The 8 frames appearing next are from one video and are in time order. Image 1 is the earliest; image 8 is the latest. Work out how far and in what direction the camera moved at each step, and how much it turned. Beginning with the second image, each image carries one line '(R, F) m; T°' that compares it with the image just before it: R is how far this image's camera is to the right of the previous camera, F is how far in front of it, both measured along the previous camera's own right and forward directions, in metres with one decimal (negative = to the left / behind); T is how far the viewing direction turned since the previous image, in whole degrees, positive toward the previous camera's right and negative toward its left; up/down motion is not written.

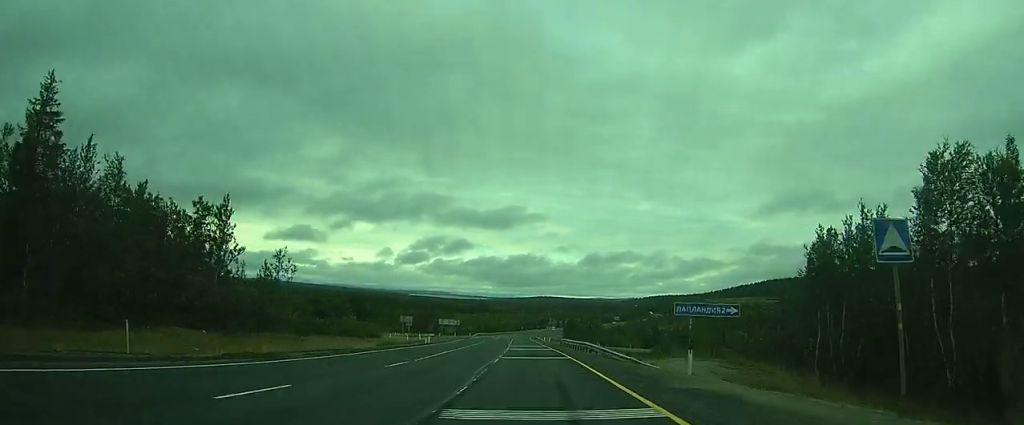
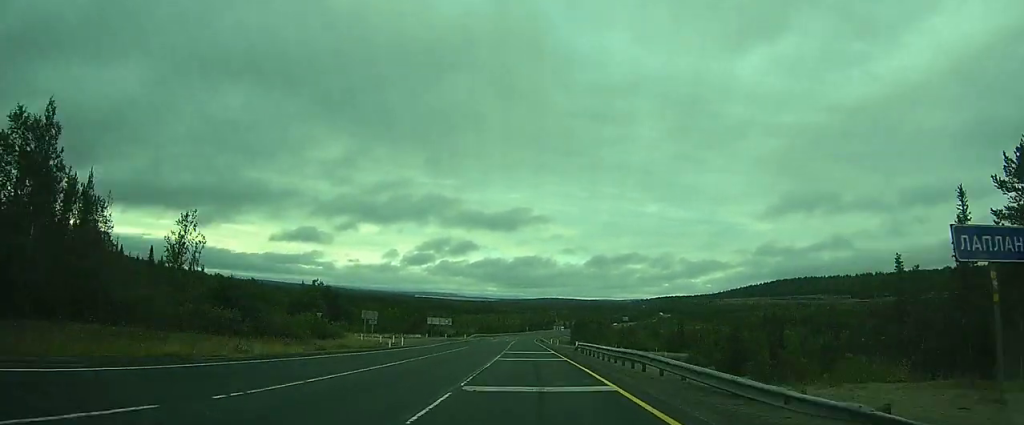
(-0.1, +16.5) m; -1°
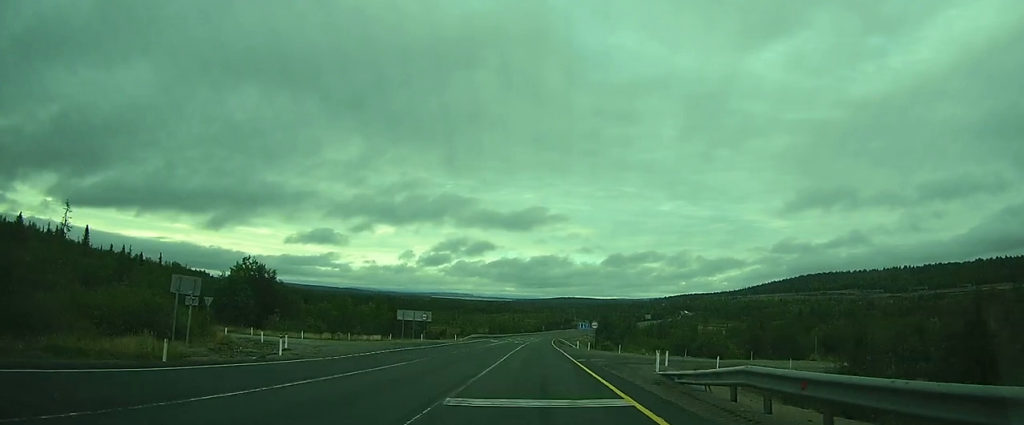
(-0.4, +29.7) m; -1°
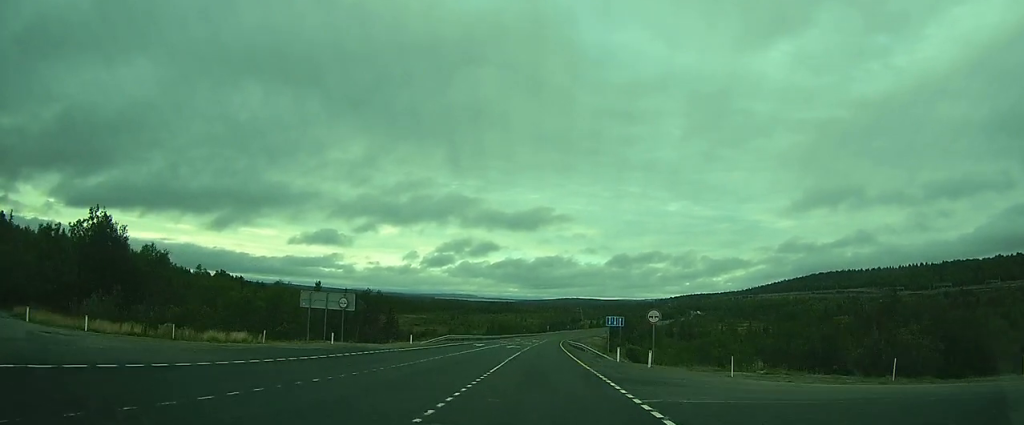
(-0.2, +28.8) m; 0°
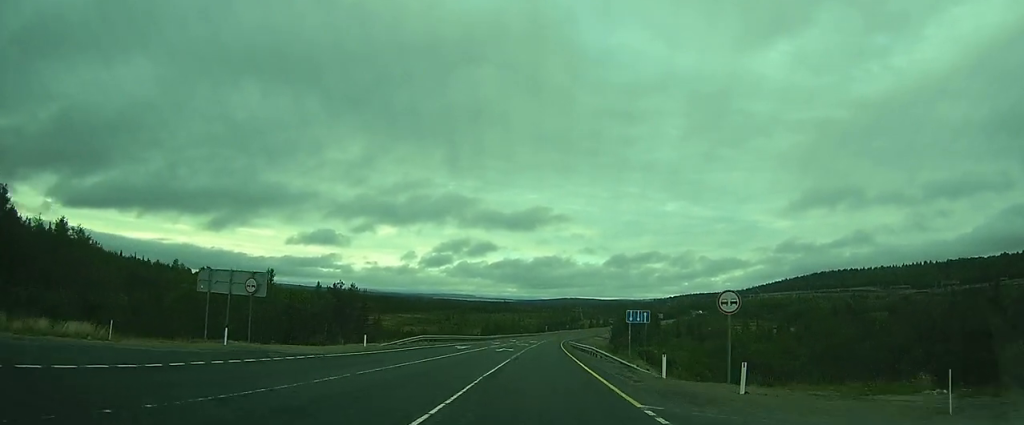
(0.0, +12.6) m; 0°
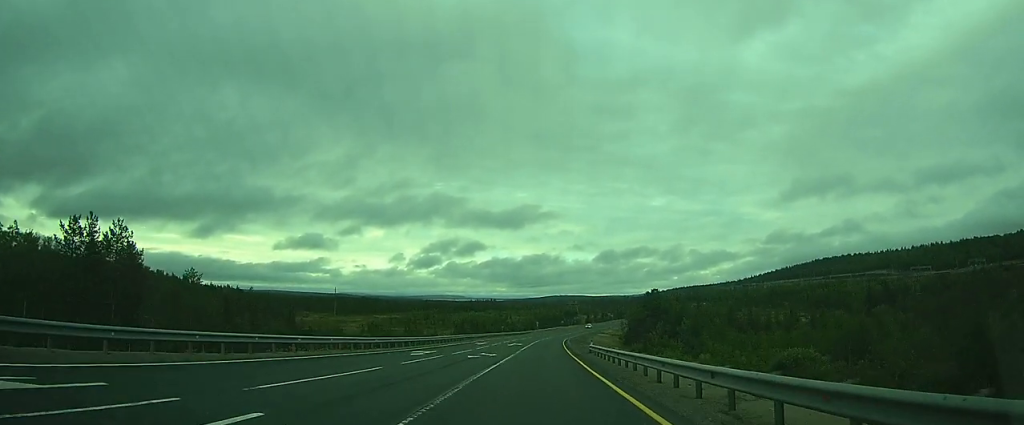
(+0.2, +47.8) m; 0°
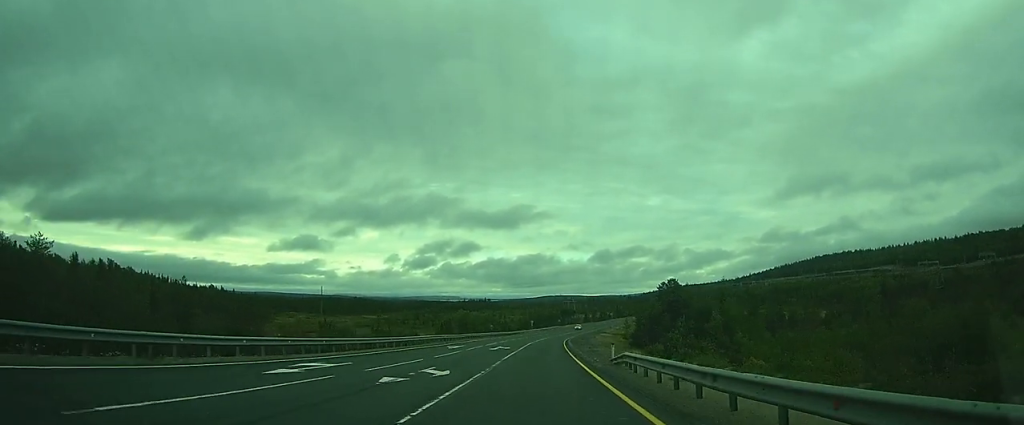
(0.0, +17.3) m; 0°
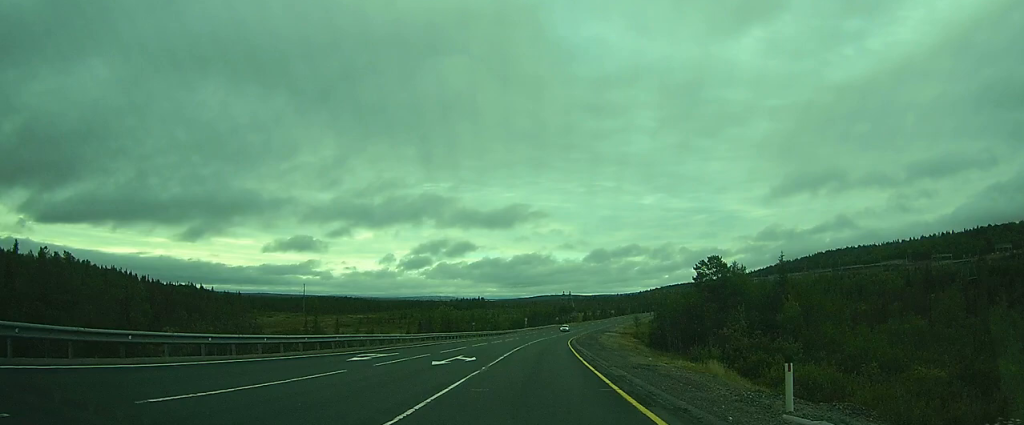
(-0.1, +23.5) m; 0°
